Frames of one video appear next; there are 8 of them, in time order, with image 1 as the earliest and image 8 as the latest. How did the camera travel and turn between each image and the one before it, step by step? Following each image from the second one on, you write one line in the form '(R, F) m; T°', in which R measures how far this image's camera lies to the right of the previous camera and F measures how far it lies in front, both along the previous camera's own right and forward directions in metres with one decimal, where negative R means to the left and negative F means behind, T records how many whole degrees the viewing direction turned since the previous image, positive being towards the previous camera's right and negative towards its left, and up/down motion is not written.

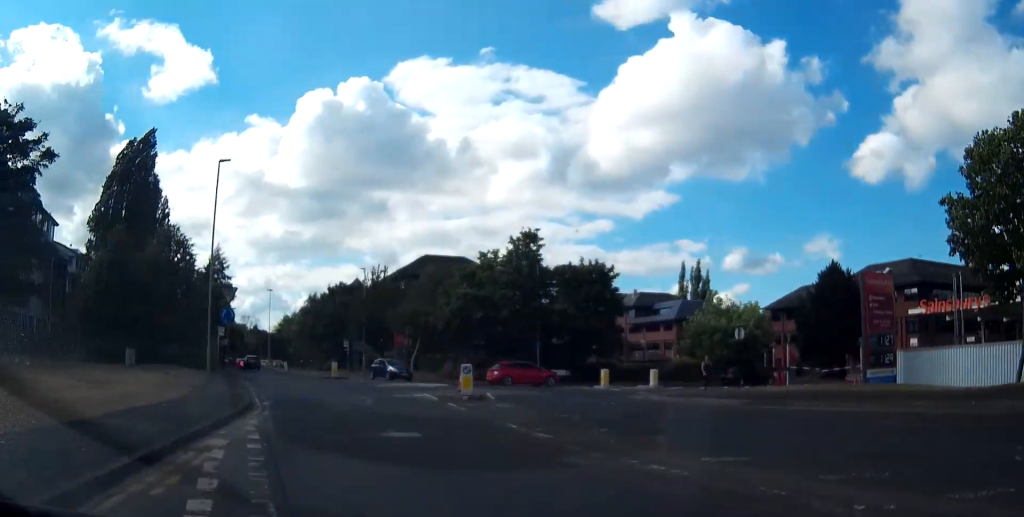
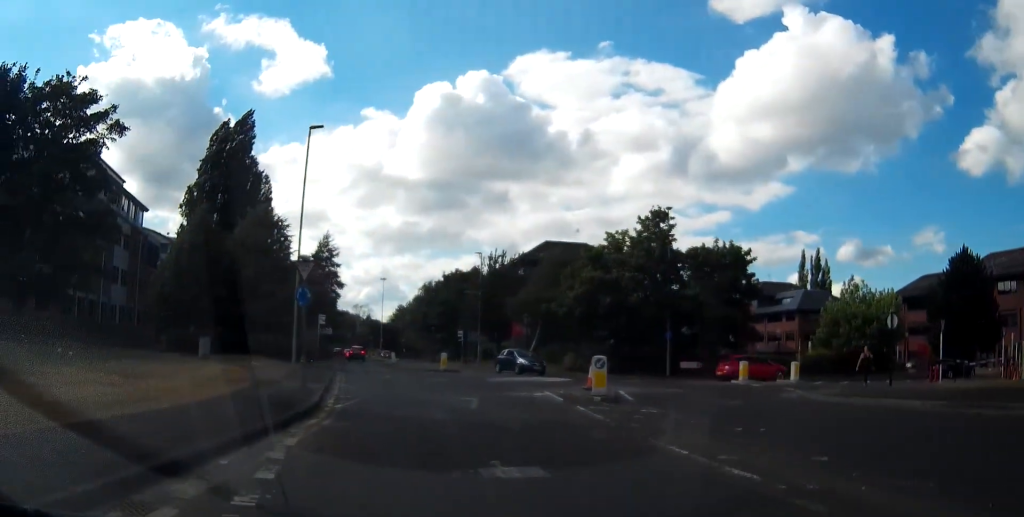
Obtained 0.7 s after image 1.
(-0.4, +3.7) m; -7°
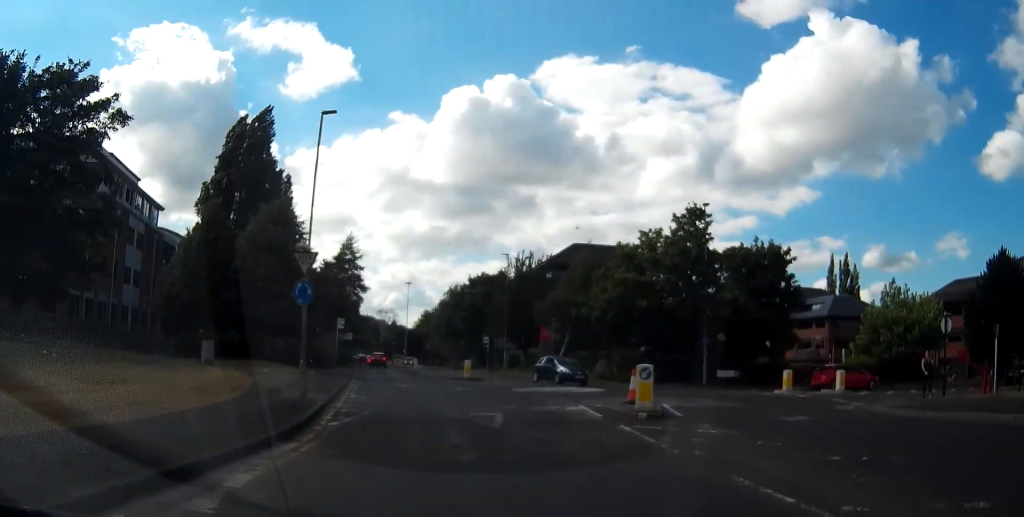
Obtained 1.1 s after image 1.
(-0.1, +2.3) m; -4°
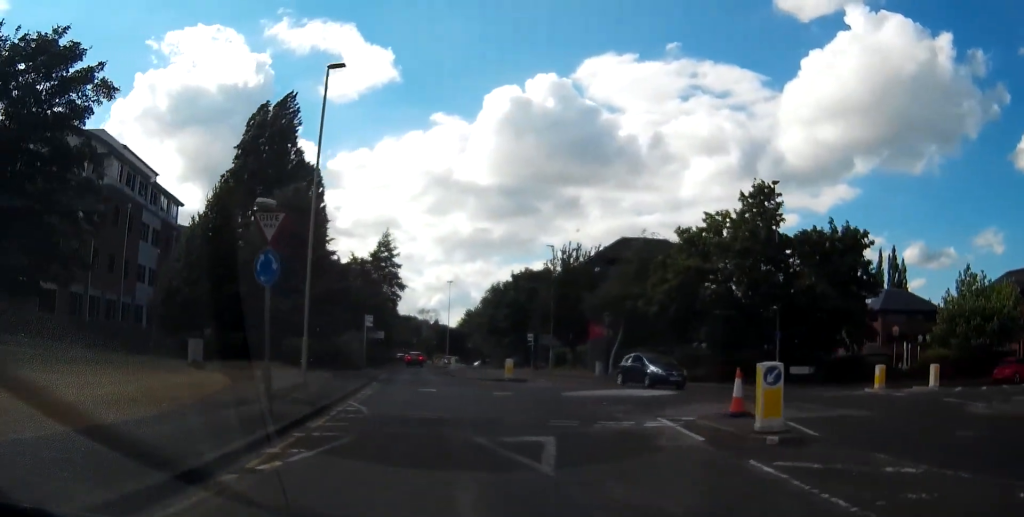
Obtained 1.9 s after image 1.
(-0.2, +5.1) m; -3°
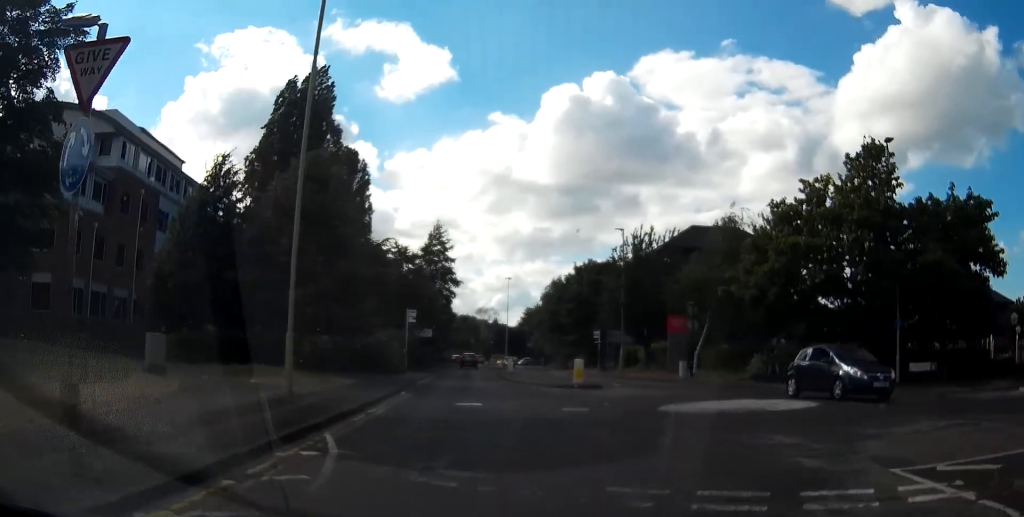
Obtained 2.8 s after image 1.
(-0.1, +7.0) m; -4°
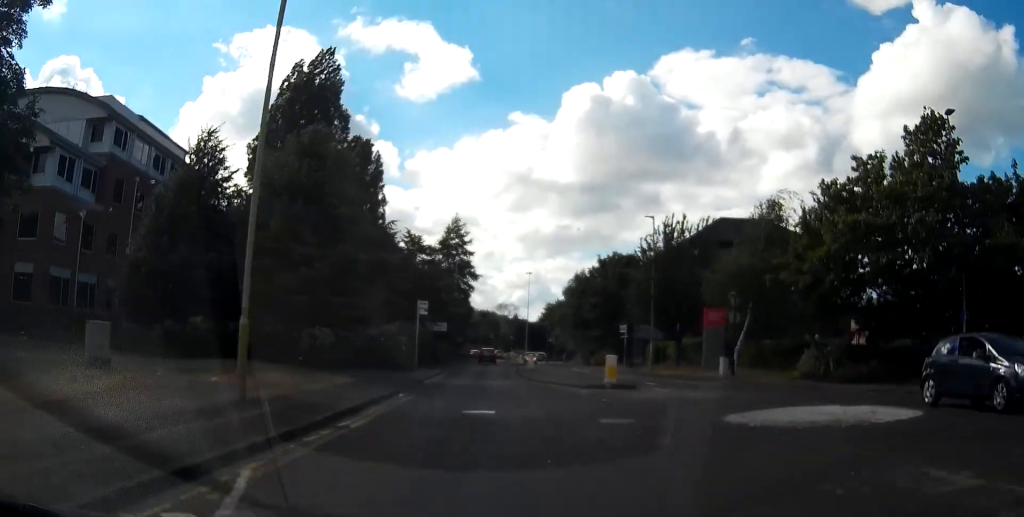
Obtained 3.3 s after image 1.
(-0.1, +3.9) m; -2°
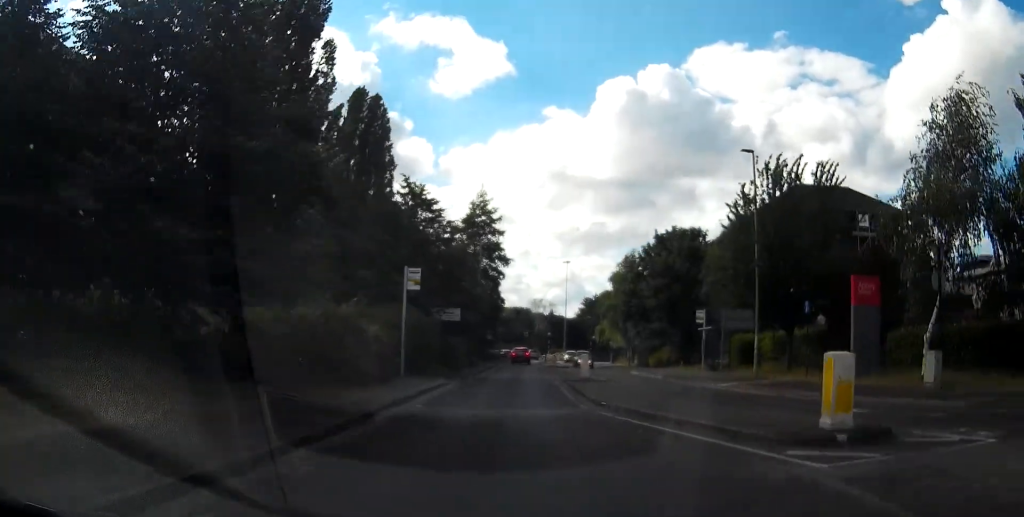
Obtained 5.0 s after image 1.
(-0.9, +14.4) m; -6°
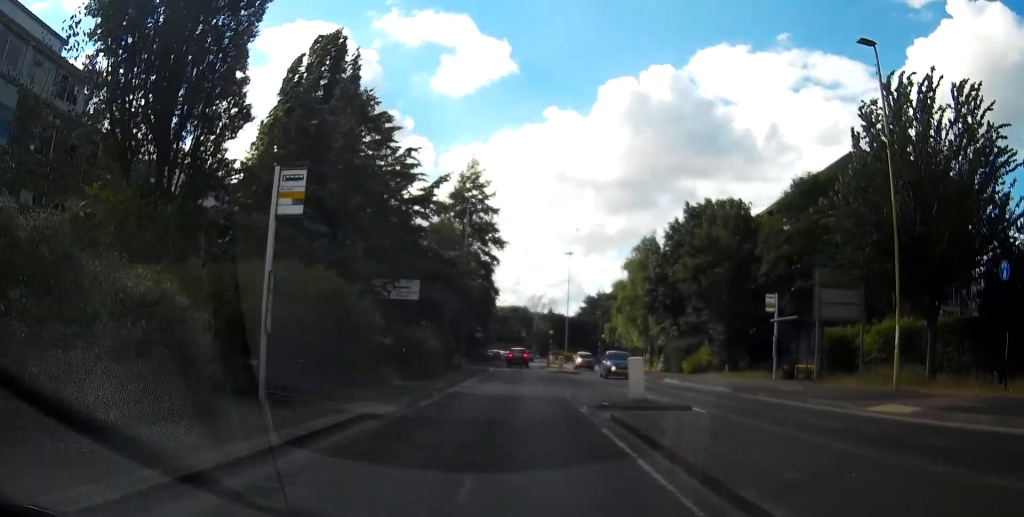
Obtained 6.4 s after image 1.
(-0.2, +12.8) m; 0°
